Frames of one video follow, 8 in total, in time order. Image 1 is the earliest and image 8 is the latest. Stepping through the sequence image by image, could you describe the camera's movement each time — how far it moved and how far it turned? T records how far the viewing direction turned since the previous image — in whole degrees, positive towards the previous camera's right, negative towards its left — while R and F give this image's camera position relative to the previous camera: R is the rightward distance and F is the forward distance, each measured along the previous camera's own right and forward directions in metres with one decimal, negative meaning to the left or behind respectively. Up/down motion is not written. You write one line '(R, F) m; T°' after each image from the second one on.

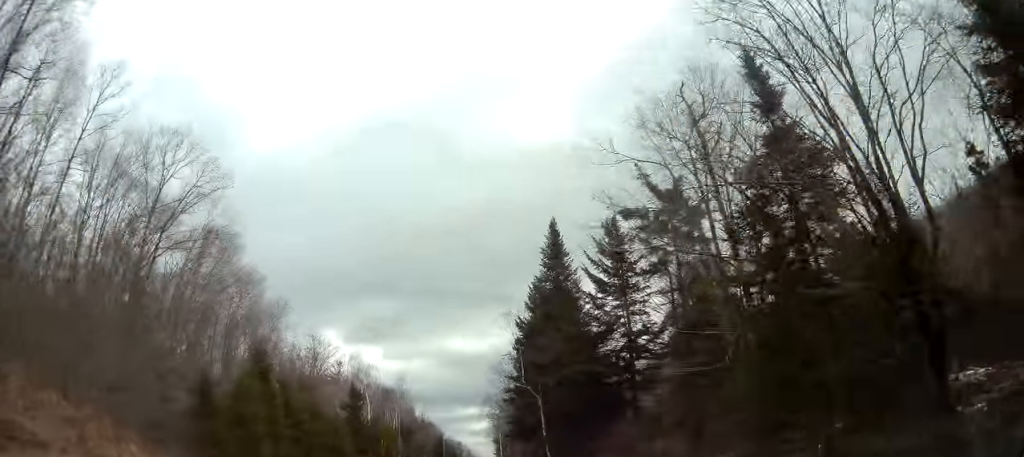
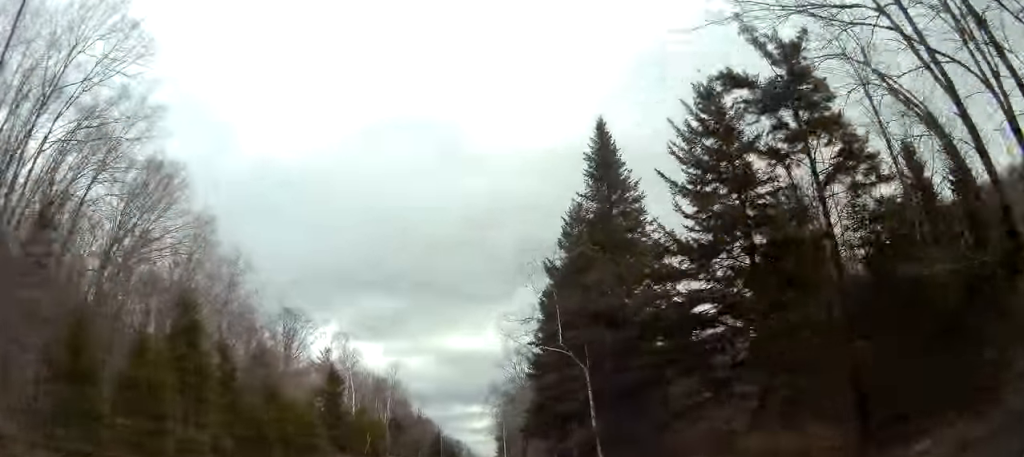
(+0.1, +13.3) m; 0°
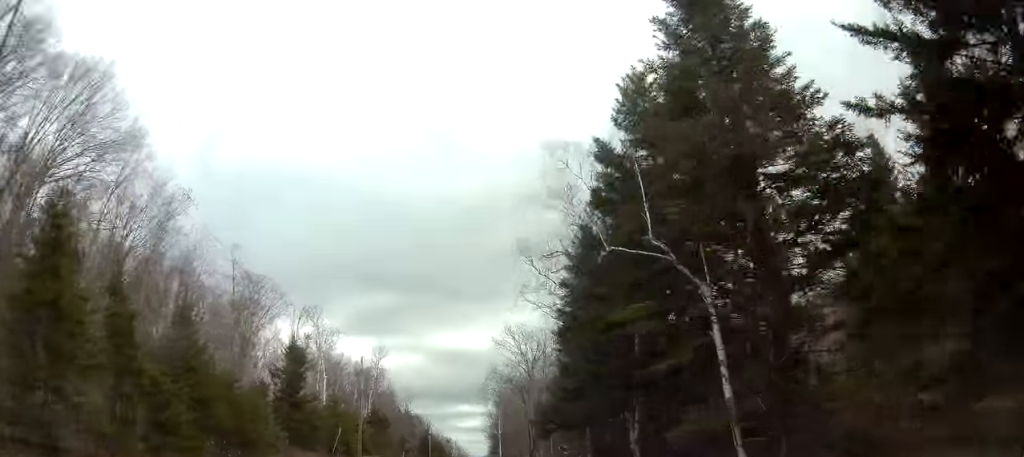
(-0.1, +12.5) m; 0°
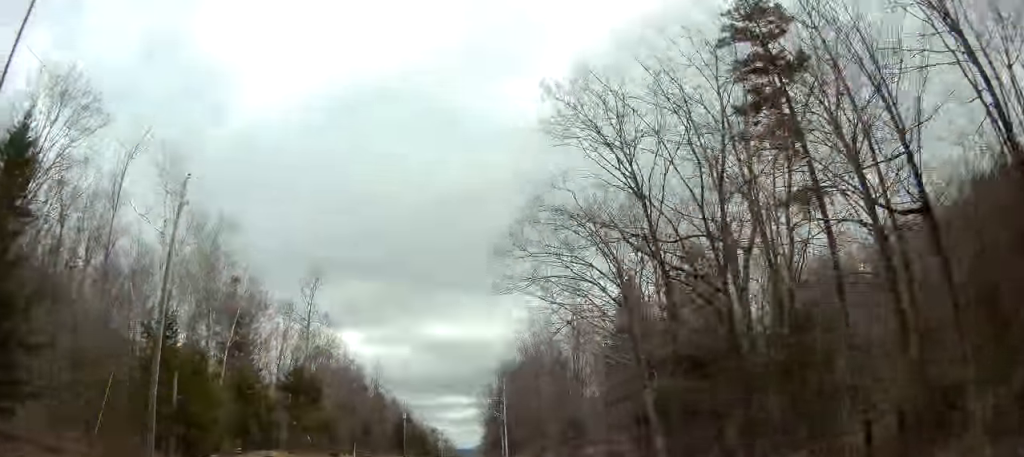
(+0.6, +36.1) m; +2°
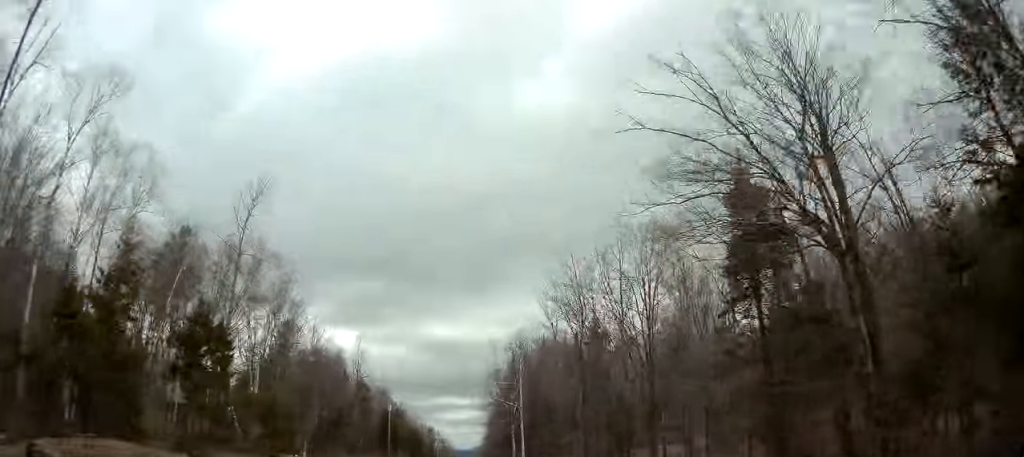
(-0.1, +19.5) m; 0°
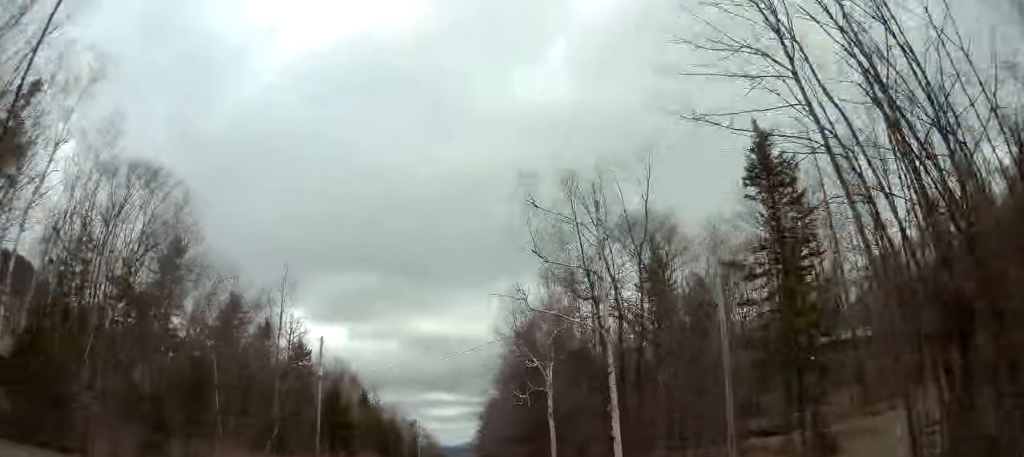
(+0.2, +33.9) m; +1°
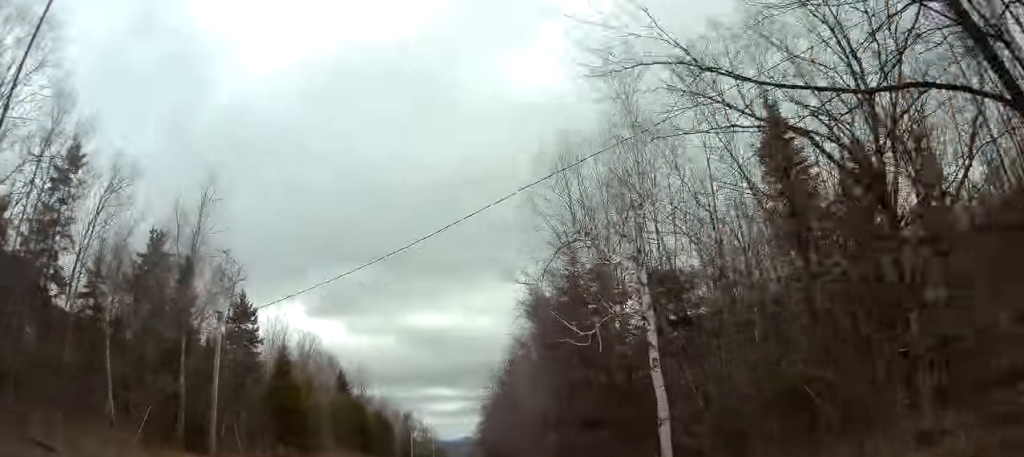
(+0.1, +18.7) m; 0°
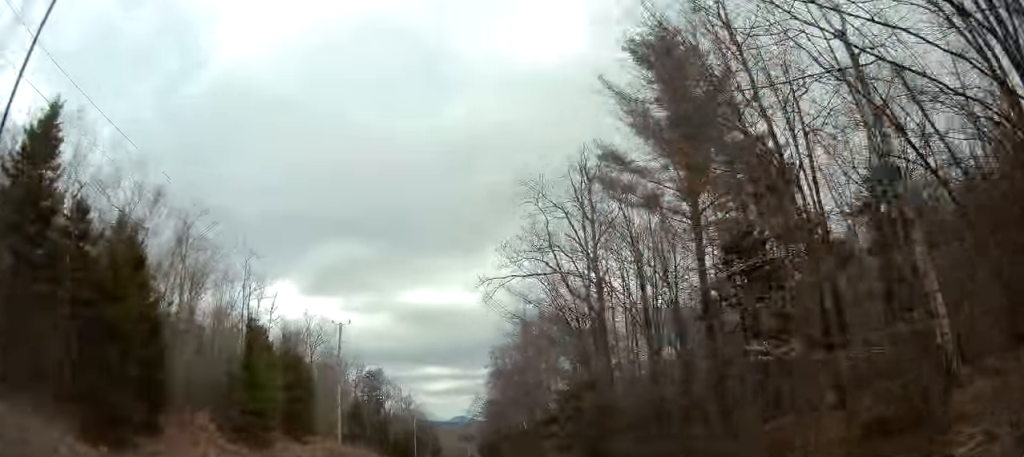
(+1.0, +63.6) m; +1°
